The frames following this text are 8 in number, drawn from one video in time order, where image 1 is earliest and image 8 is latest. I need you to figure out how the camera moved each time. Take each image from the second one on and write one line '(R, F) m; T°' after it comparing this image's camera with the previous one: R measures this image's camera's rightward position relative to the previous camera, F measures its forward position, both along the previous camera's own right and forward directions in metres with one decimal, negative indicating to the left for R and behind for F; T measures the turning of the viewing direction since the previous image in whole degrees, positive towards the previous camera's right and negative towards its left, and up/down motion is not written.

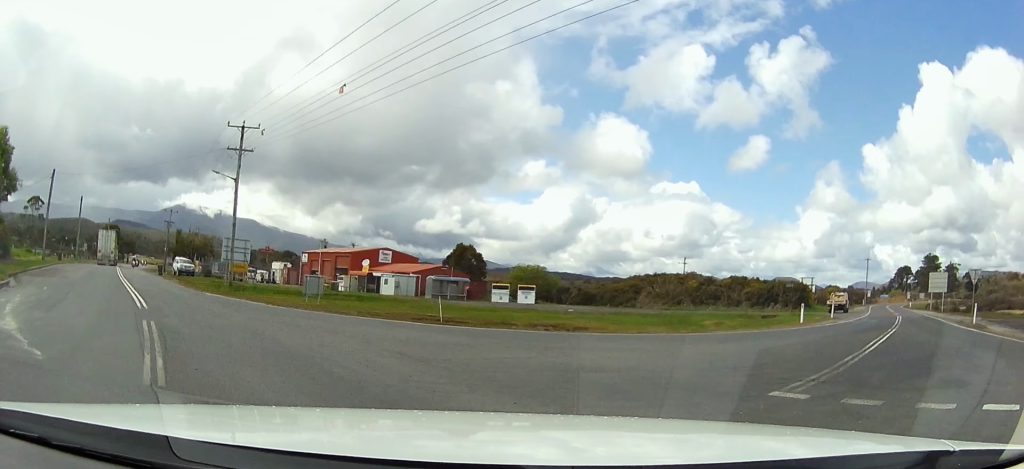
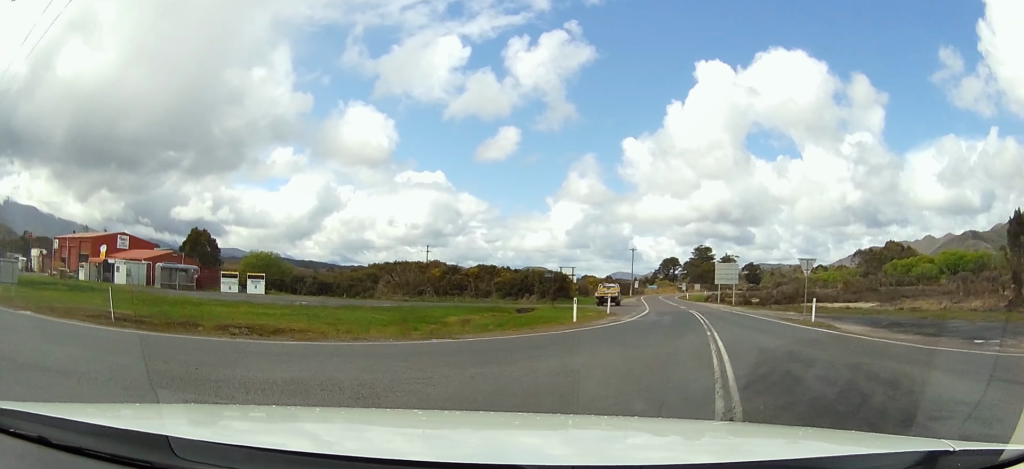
(+0.6, +6.6) m; +12°
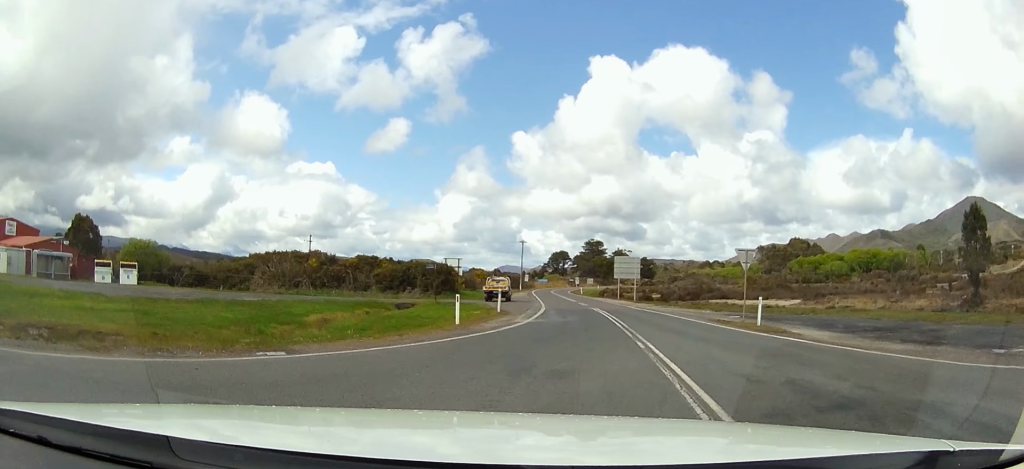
(+0.5, +5.1) m; +6°
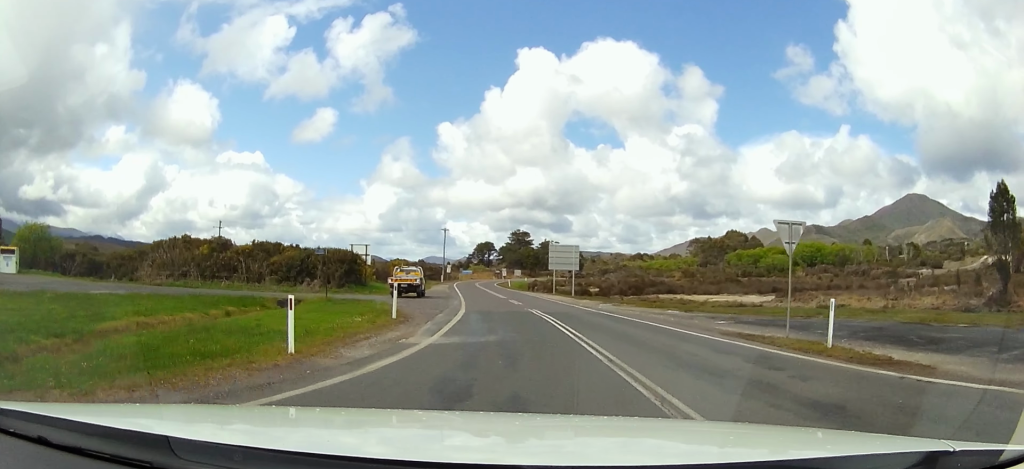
(+0.5, +8.6) m; +4°
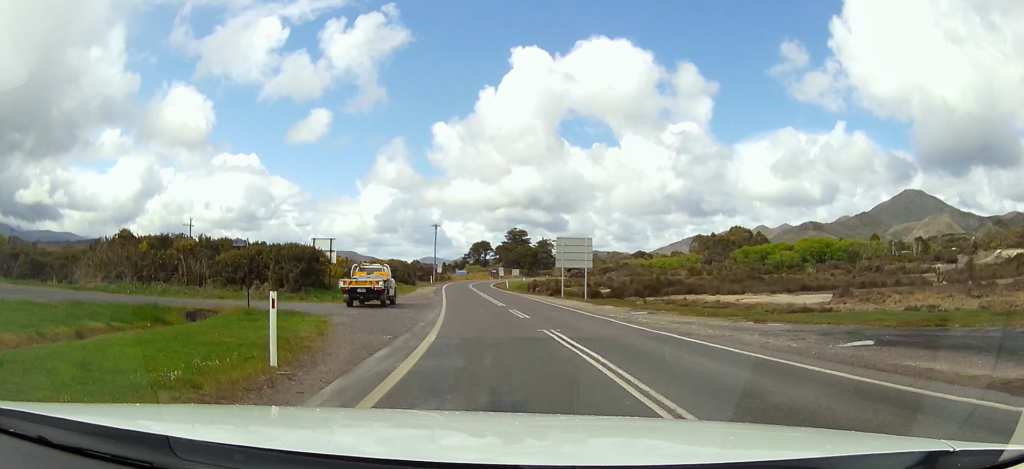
(0.0, +8.8) m; 0°
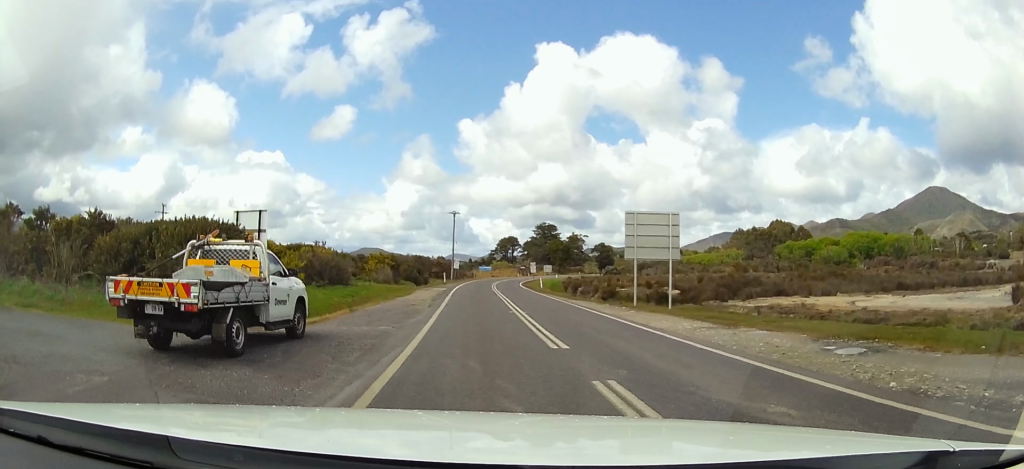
(-0.6, +15.5) m; -4°
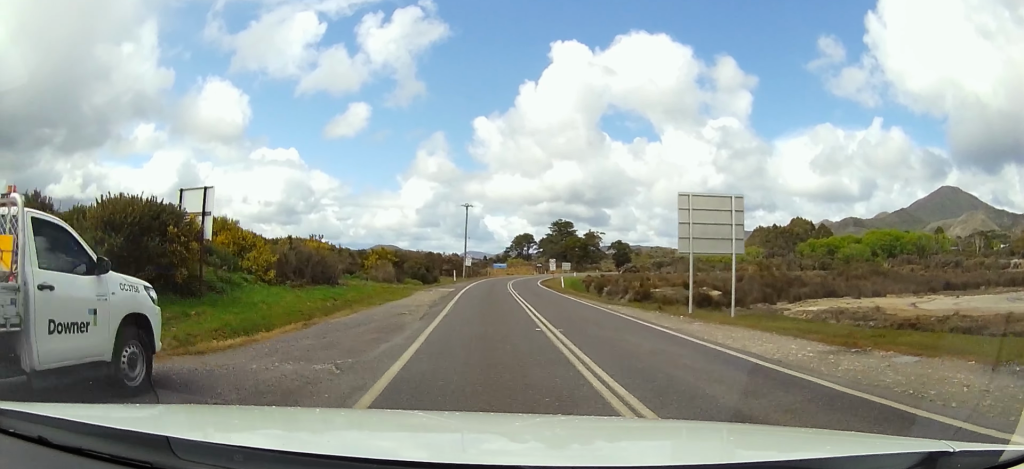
(-0.2, +6.2) m; -1°
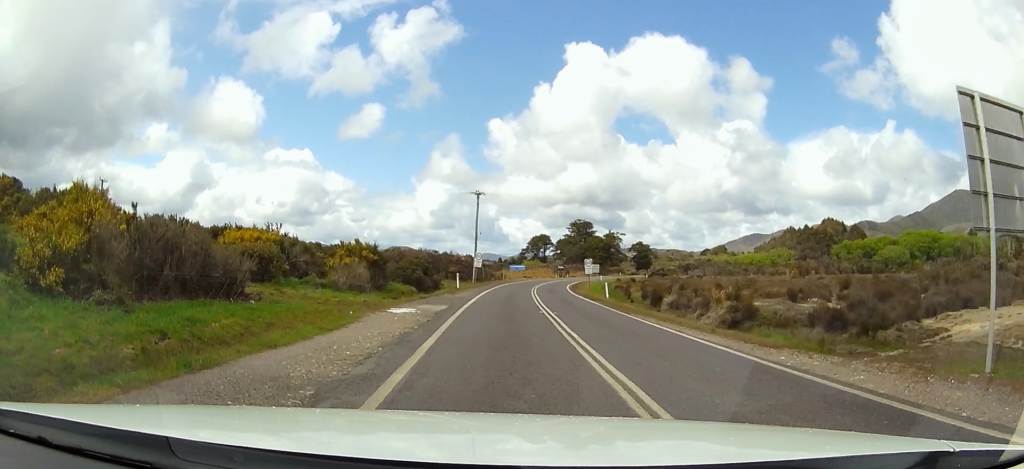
(-0.2, +15.7) m; -5°
